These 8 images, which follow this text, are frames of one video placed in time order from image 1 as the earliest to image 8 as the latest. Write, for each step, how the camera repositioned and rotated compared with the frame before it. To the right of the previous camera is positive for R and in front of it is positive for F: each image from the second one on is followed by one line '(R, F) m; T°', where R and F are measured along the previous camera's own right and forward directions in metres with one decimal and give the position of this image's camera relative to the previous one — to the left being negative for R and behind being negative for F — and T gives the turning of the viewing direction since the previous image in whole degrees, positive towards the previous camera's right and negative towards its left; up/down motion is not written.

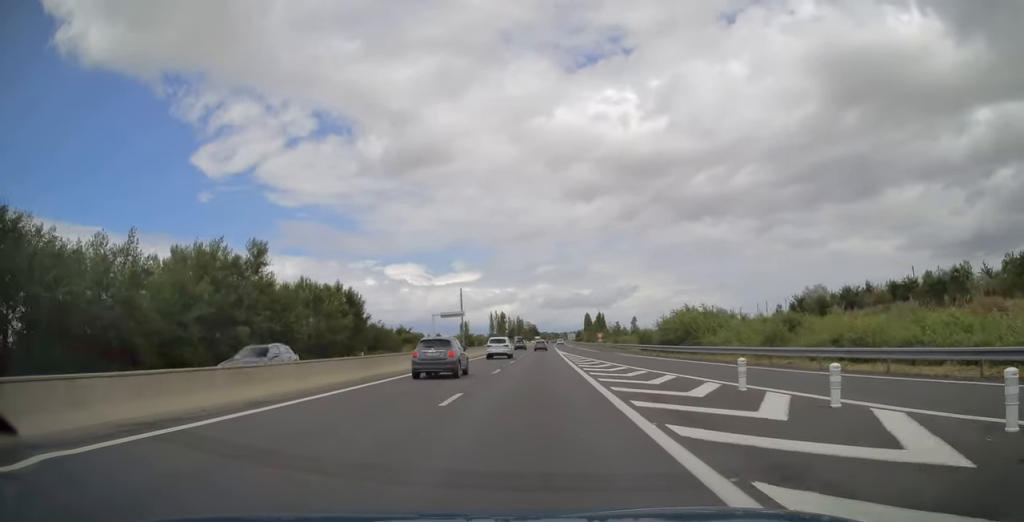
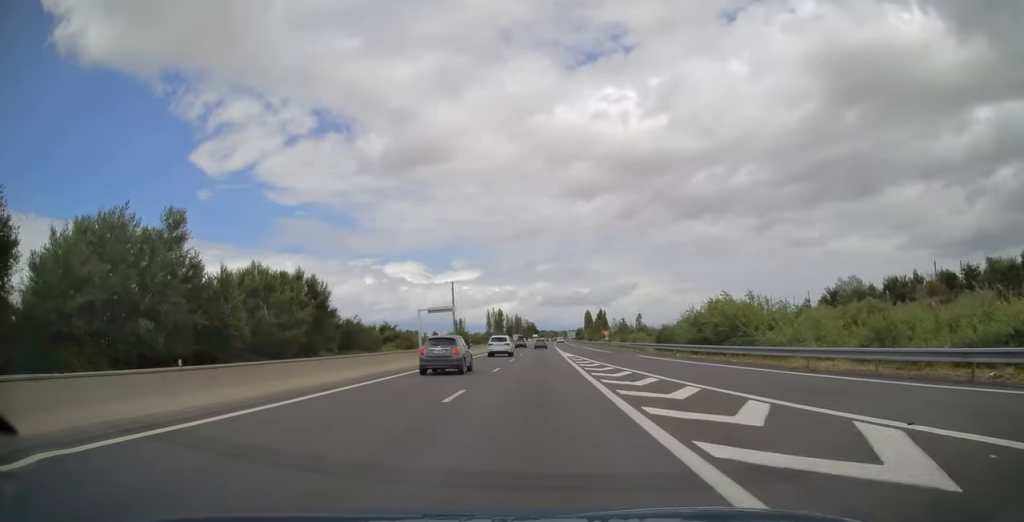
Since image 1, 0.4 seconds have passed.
(+0.1, +12.8) m; 0°
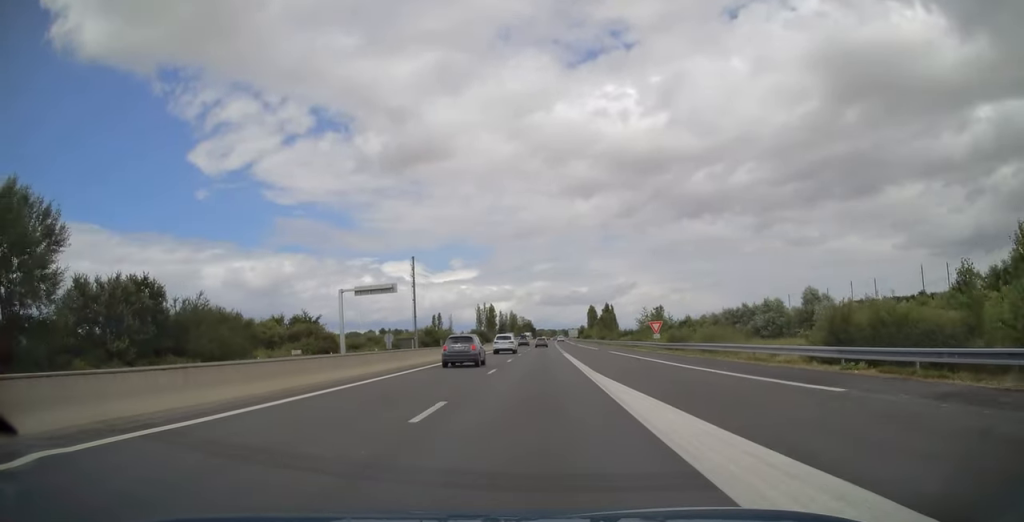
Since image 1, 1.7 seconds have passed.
(-0.1, +42.3) m; 0°
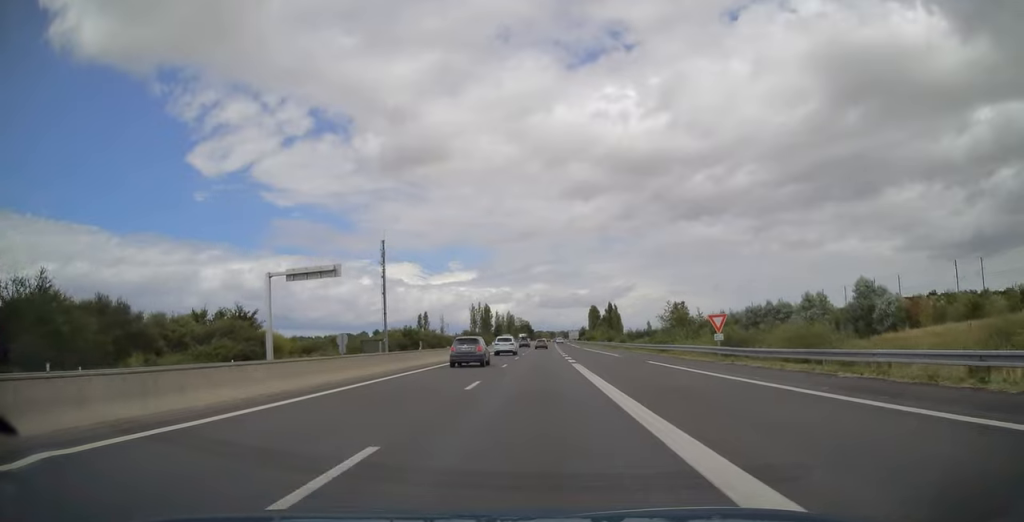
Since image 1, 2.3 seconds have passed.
(+0.1, +18.8) m; 0°
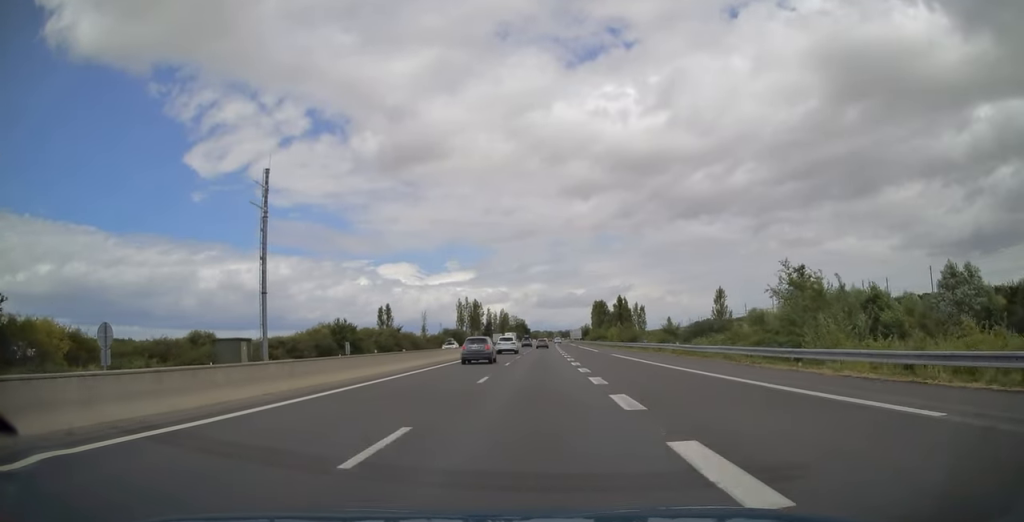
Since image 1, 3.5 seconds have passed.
(+0.1, +37.1) m; 0°
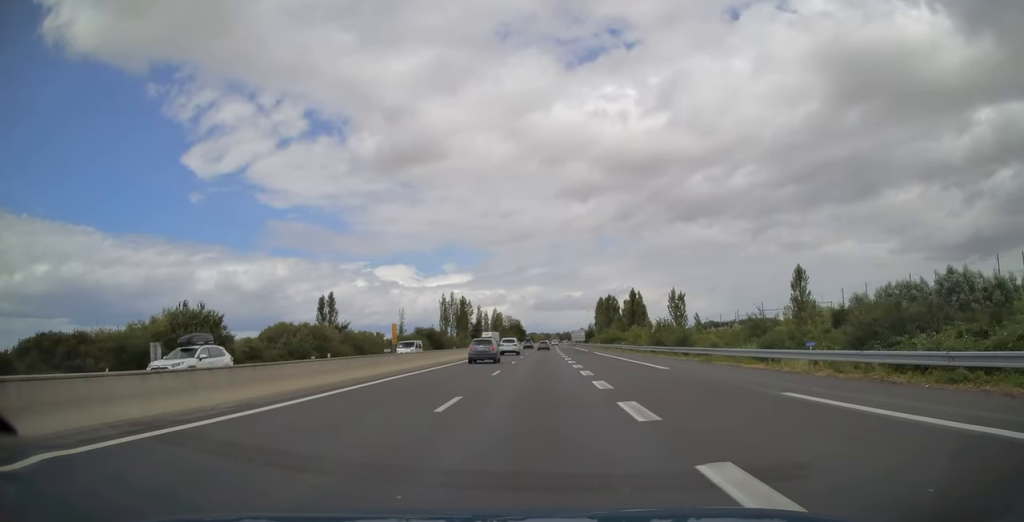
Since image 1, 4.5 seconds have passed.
(+0.1, +33.9) m; 0°
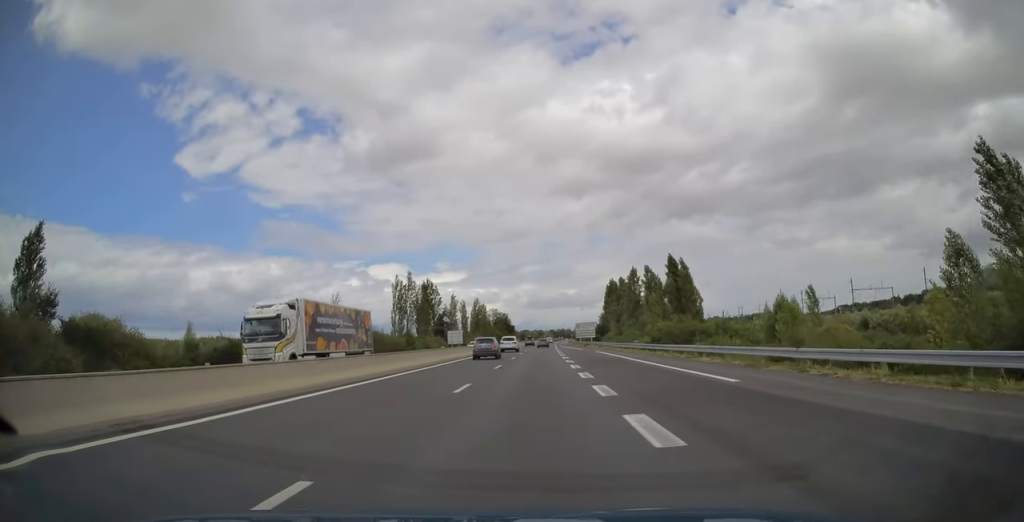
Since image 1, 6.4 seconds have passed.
(+0.4, +61.2) m; +1°
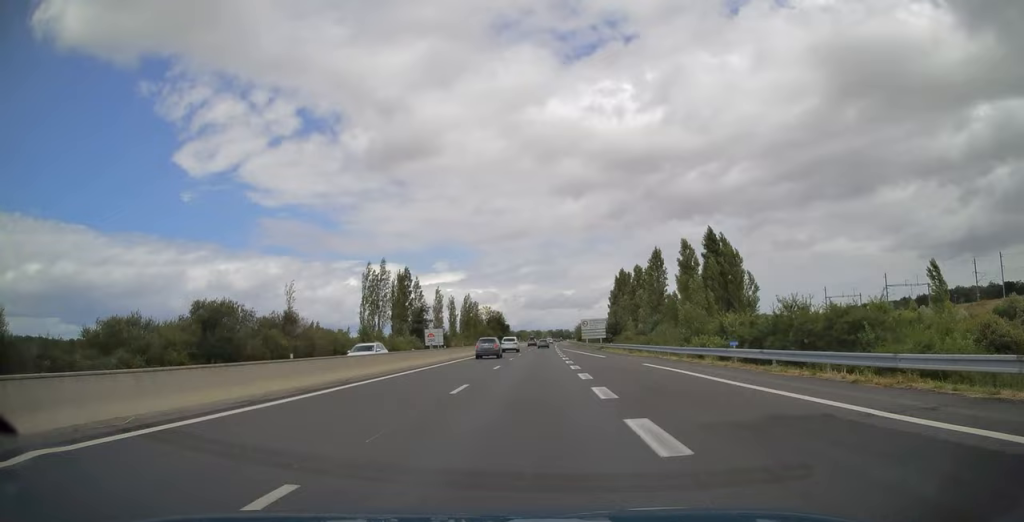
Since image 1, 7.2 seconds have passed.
(+0.1, +26.3) m; 0°
